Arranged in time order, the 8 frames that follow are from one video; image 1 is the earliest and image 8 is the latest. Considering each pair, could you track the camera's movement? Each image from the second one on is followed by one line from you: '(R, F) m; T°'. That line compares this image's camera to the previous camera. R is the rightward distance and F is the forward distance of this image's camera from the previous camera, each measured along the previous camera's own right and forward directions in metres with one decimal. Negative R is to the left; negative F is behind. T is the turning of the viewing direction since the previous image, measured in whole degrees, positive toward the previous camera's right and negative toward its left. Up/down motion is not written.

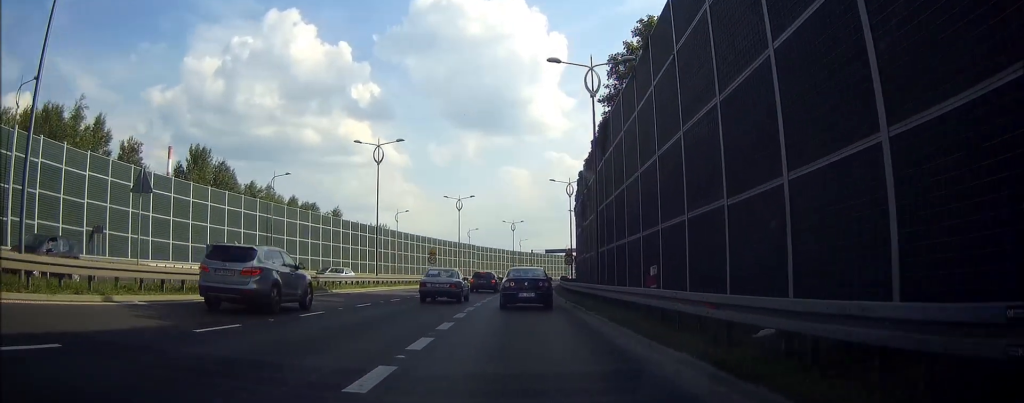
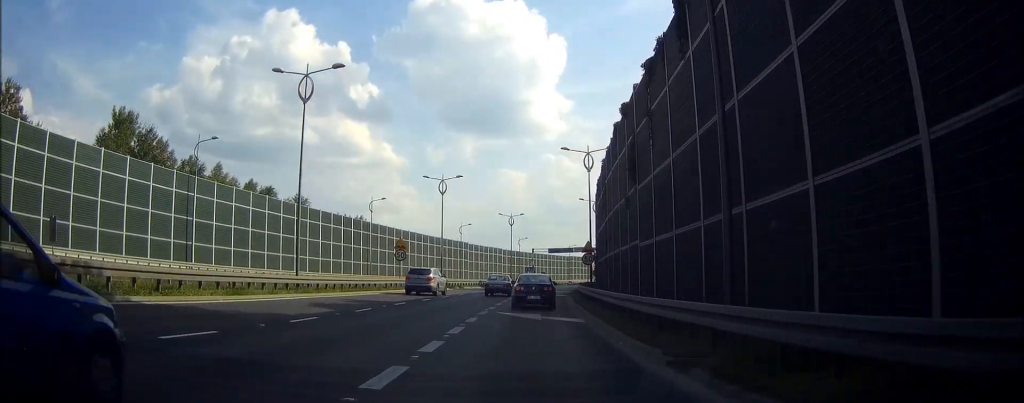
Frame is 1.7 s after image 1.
(+0.1, +21.7) m; 0°
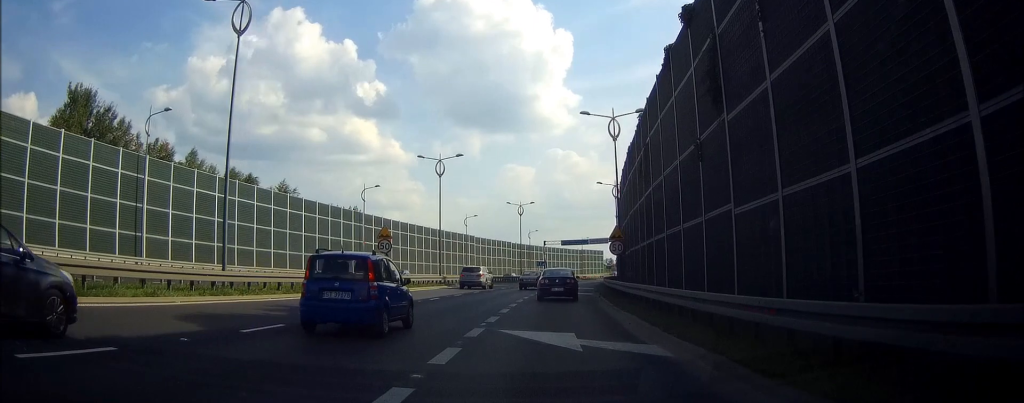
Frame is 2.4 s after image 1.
(0.0, +11.0) m; 0°
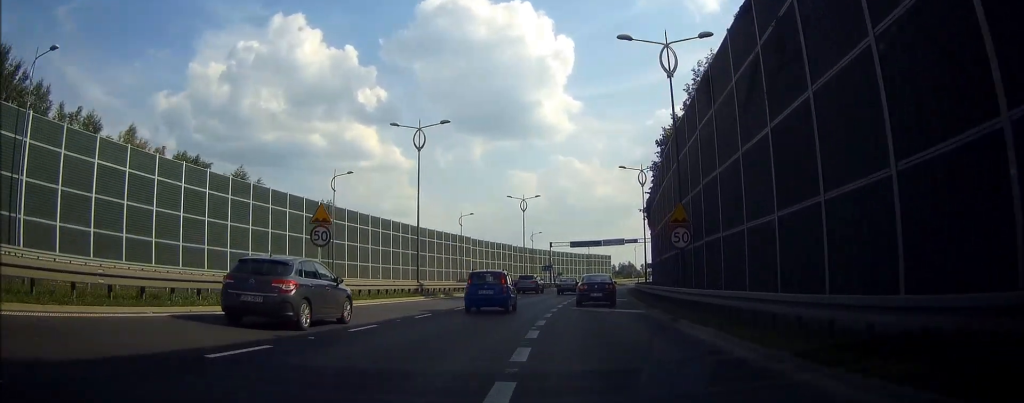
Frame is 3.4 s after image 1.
(+0.1, +16.2) m; +2°
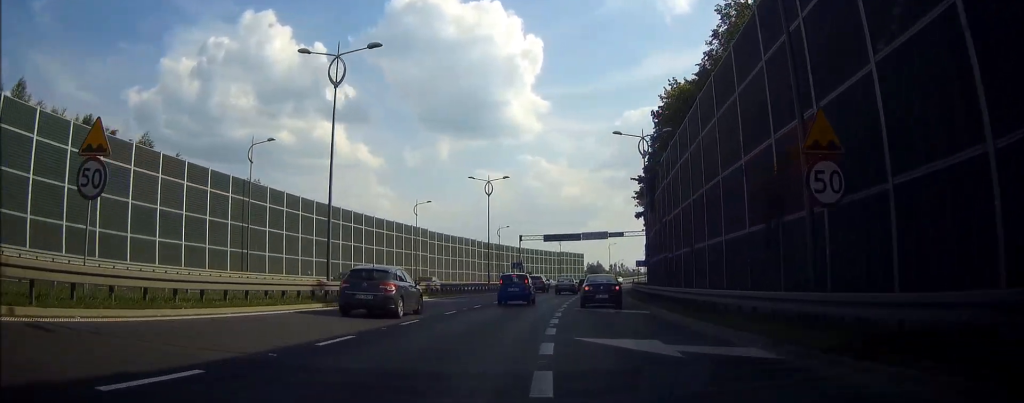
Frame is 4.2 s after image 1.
(+0.2, +15.3) m; +2°
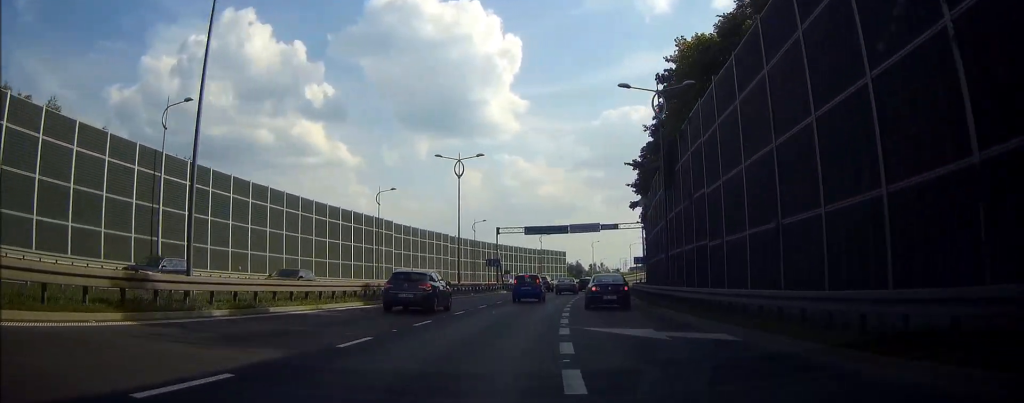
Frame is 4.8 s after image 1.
(+0.3, +11.9) m; +2°
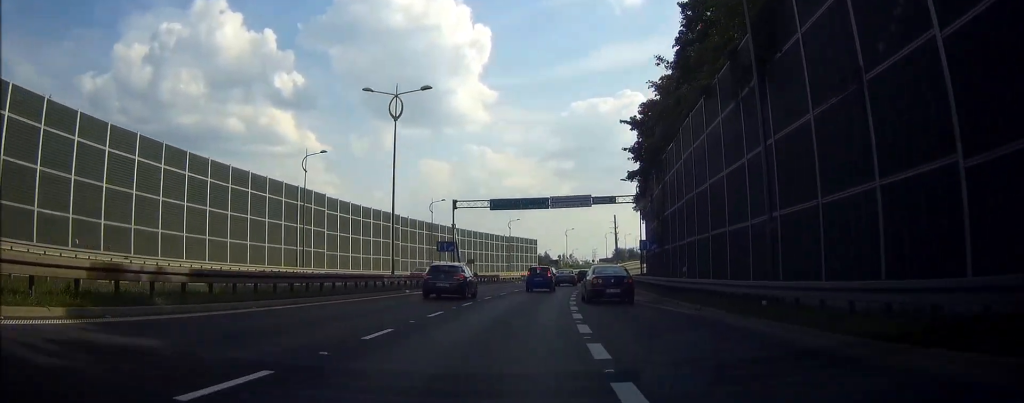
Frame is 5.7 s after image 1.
(+0.4, +17.6) m; +2°
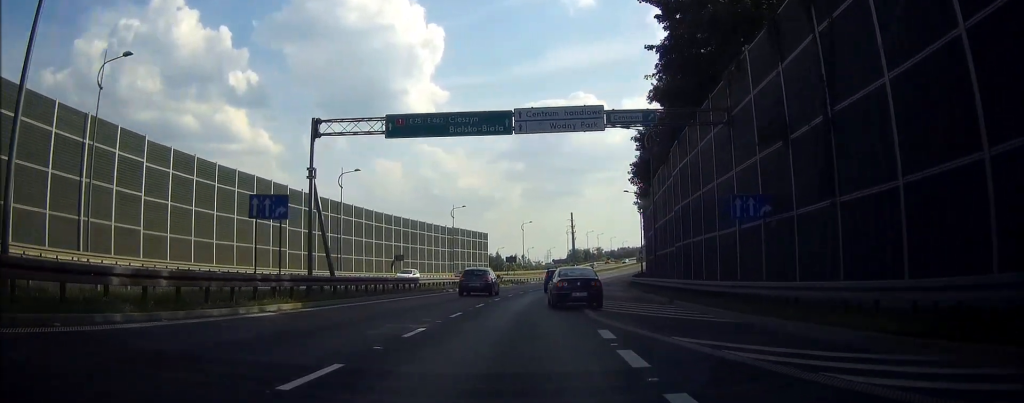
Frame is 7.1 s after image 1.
(+0.9, +29.4) m; +4°
